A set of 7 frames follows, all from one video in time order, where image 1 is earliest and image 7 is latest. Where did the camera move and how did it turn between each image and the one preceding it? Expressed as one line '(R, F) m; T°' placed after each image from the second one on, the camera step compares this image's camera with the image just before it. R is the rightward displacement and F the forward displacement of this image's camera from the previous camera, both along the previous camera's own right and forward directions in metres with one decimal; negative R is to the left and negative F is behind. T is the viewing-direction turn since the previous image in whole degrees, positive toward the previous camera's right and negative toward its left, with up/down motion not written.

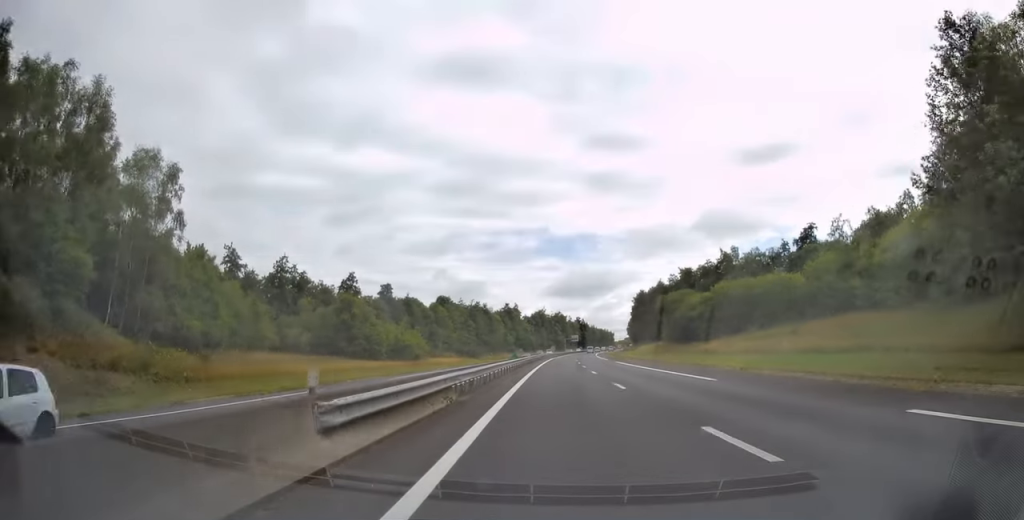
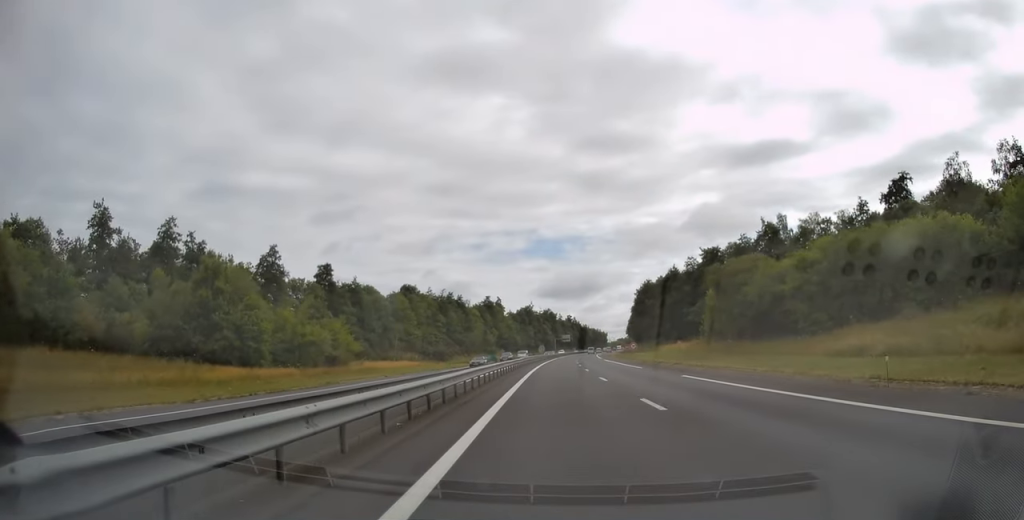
(+0.5, +33.4) m; +1°
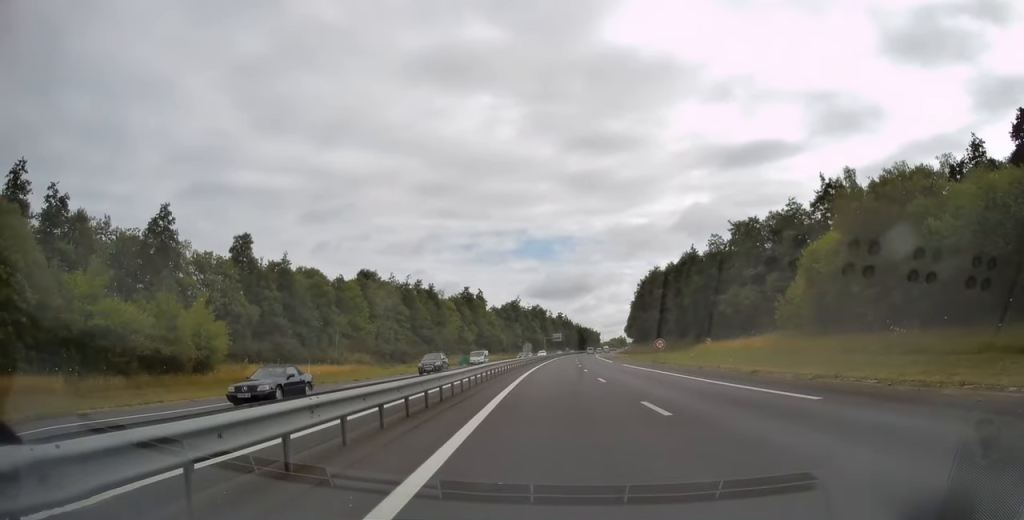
(+0.1, +27.6) m; +1°
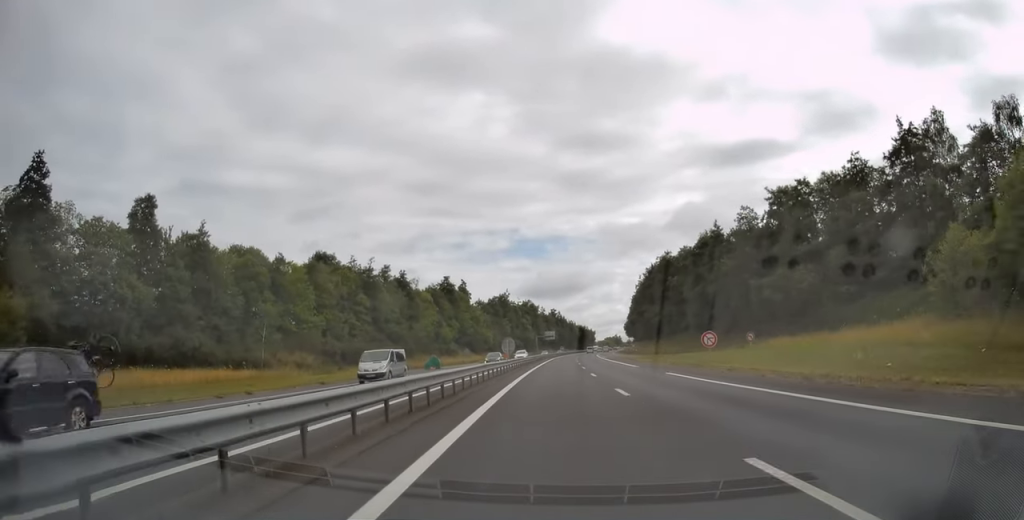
(+0.2, +21.1) m; +1°
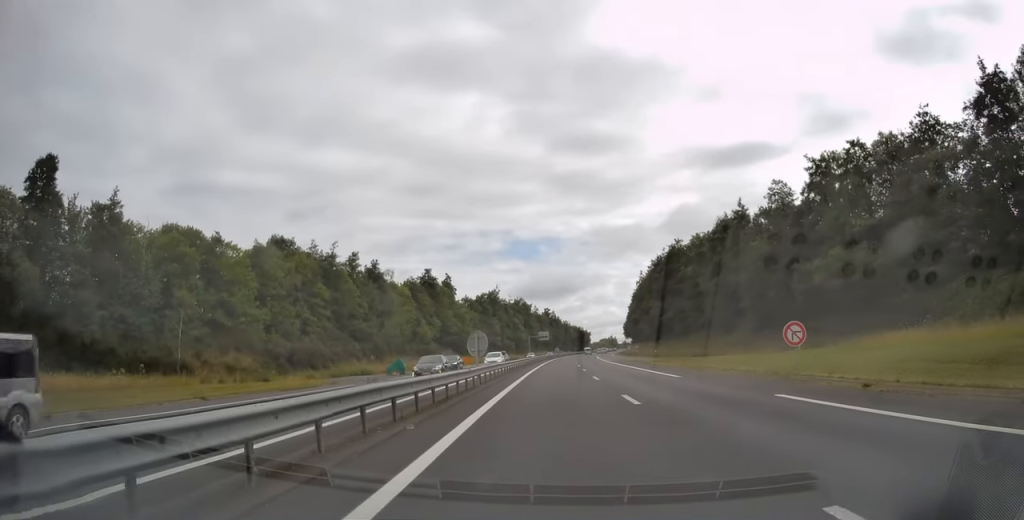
(+0.1, +15.3) m; +1°
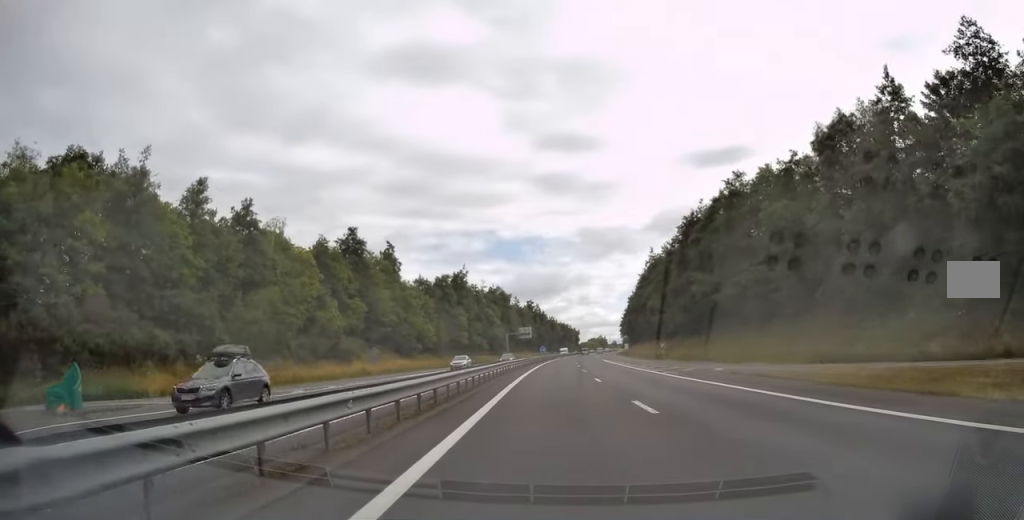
(+0.5, +41.5) m; +1°
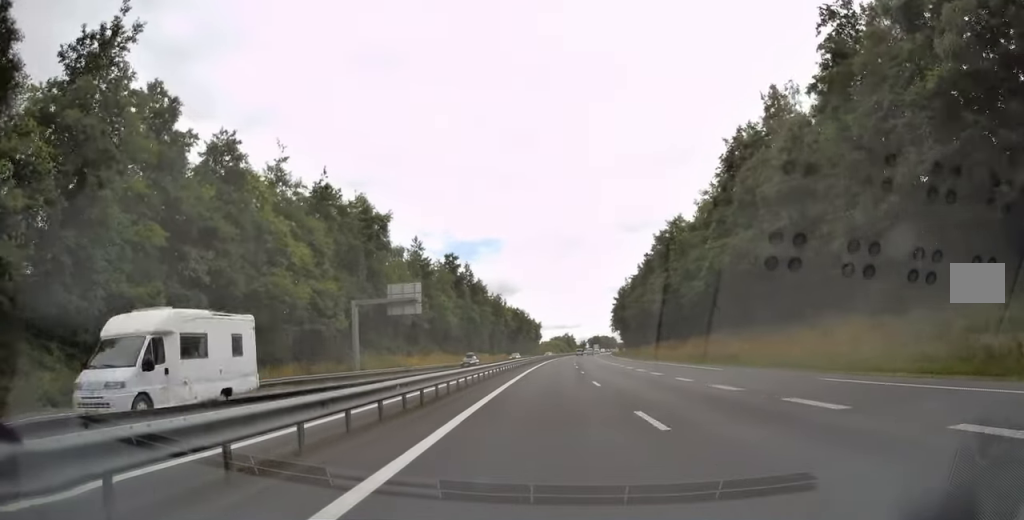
(+3.5, +107.6) m; +4°
